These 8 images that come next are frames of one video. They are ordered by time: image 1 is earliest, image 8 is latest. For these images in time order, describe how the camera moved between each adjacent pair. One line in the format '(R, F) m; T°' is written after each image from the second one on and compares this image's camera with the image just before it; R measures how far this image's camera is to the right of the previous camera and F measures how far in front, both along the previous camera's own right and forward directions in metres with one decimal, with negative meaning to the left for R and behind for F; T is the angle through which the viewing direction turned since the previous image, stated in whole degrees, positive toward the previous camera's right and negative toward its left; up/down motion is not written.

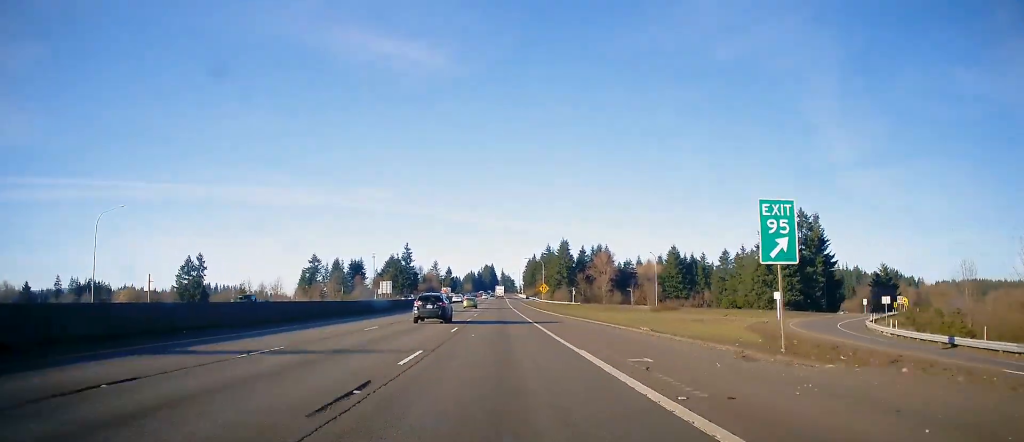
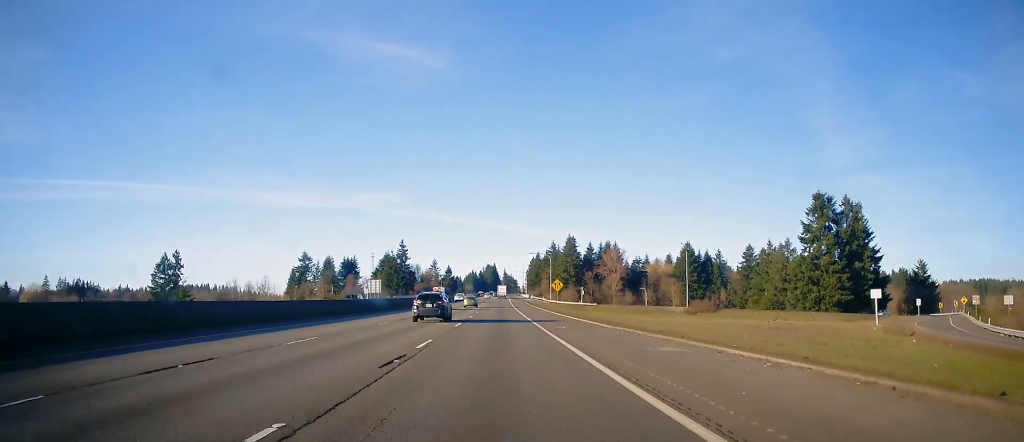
(+0.3, +21.1) m; 0°
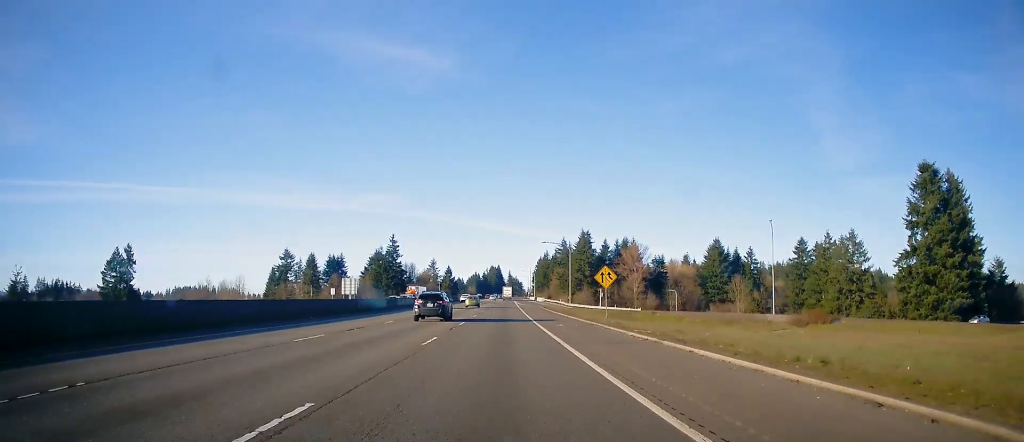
(-0.5, +35.4) m; -1°
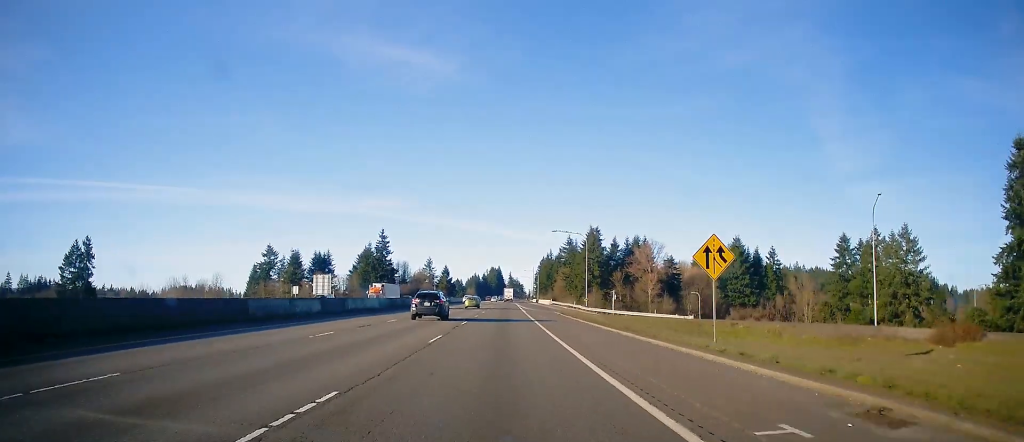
(0.0, +23.0) m; 0°
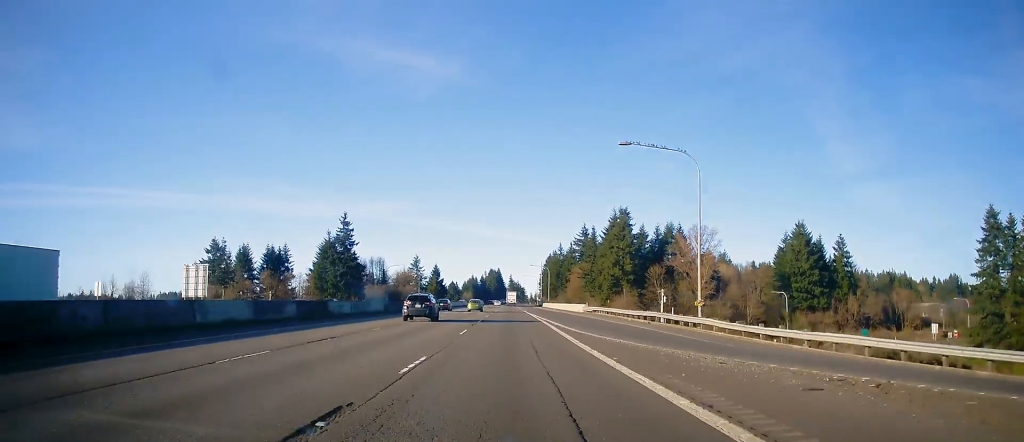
(+0.1, +55.6) m; 0°
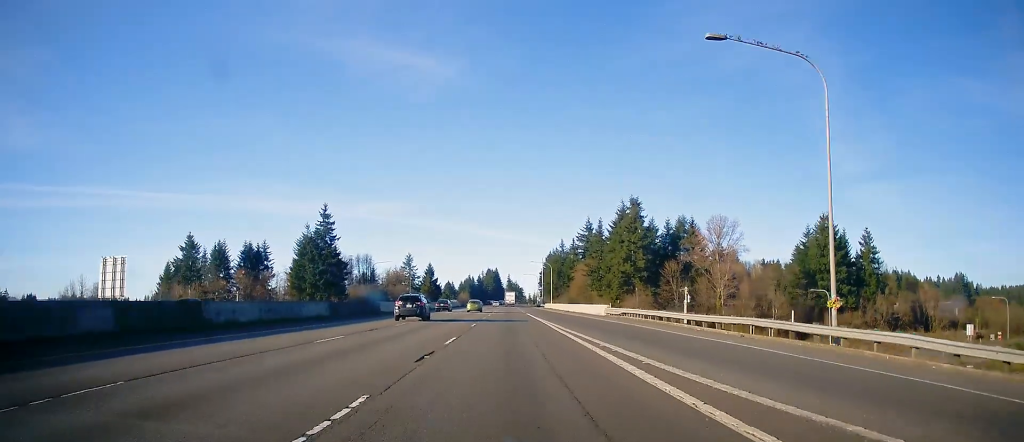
(0.0, +17.7) m; 0°
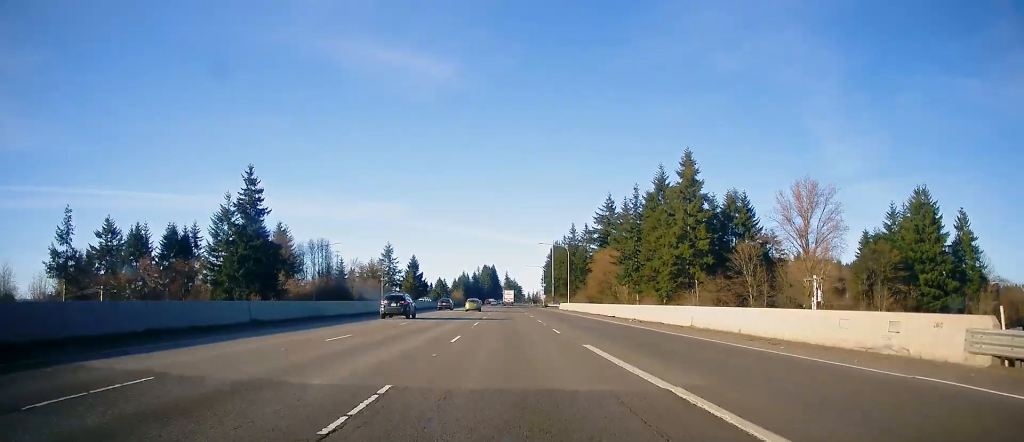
(+0.2, +47.6) m; 0°
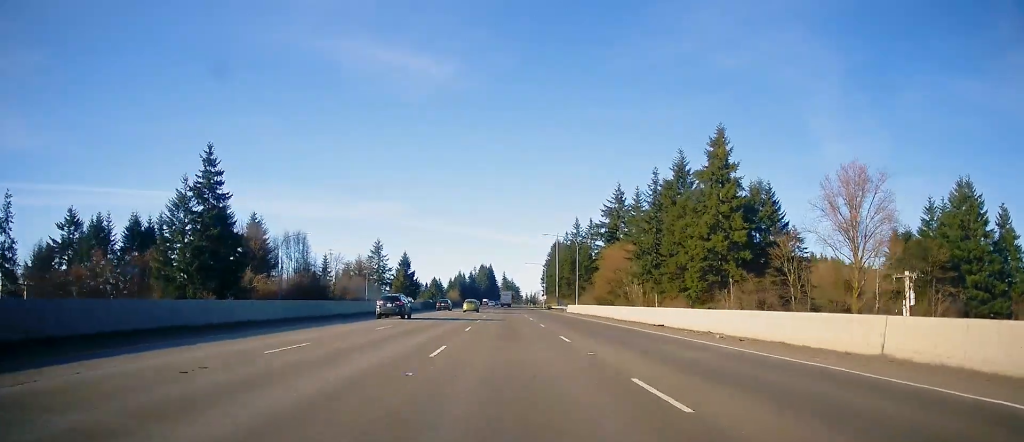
(+0.1, +16.6) m; 0°
